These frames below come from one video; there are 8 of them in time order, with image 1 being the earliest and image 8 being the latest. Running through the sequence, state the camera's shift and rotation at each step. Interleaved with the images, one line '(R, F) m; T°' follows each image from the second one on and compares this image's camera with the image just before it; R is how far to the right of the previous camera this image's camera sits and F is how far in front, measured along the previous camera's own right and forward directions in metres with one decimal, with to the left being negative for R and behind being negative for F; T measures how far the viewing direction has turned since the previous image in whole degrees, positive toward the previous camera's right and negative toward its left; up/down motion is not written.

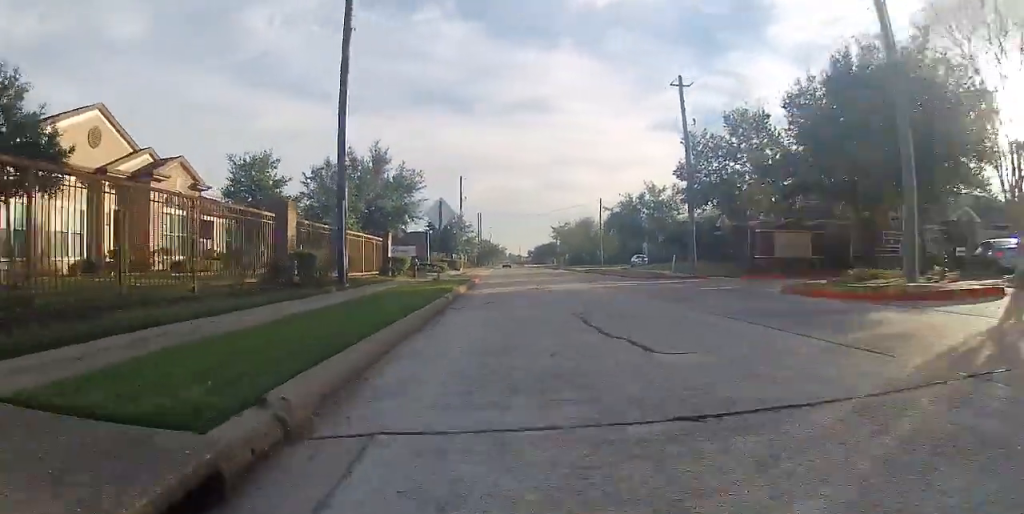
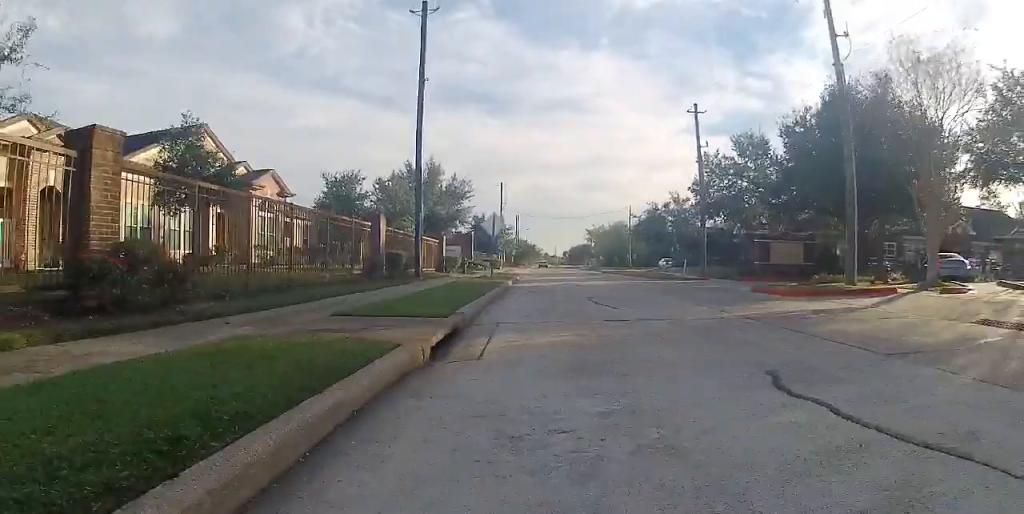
(0.0, +6.1) m; 0°
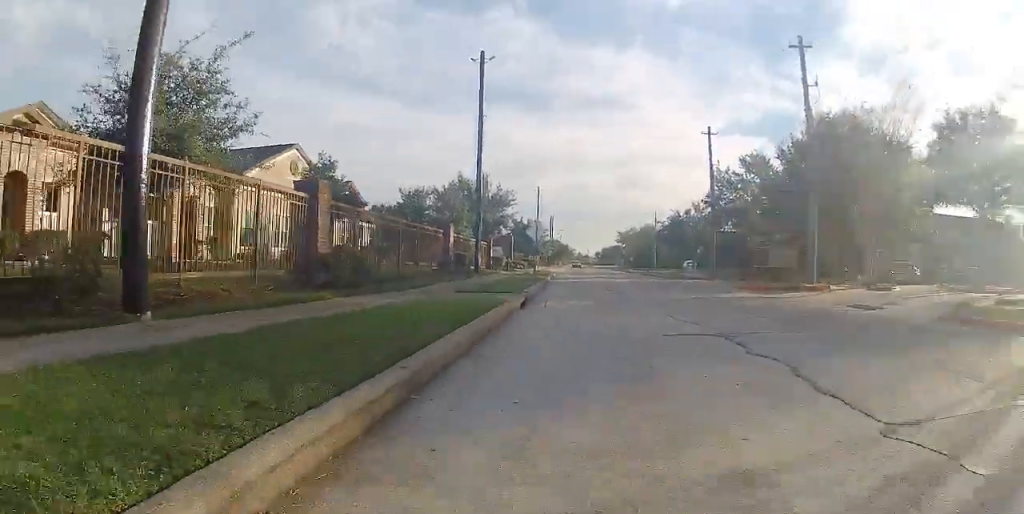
(0.0, +7.0) m; 0°
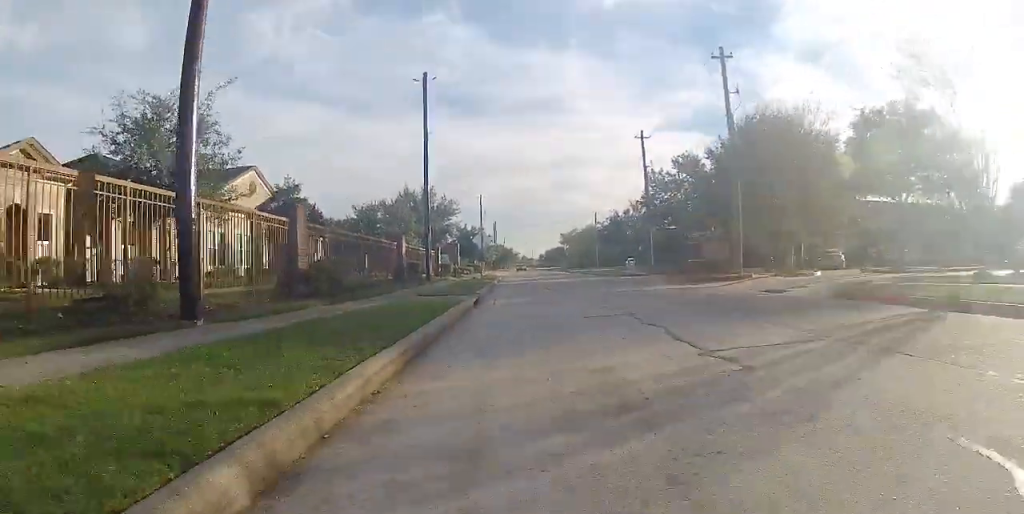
(0.0, +2.5) m; 0°
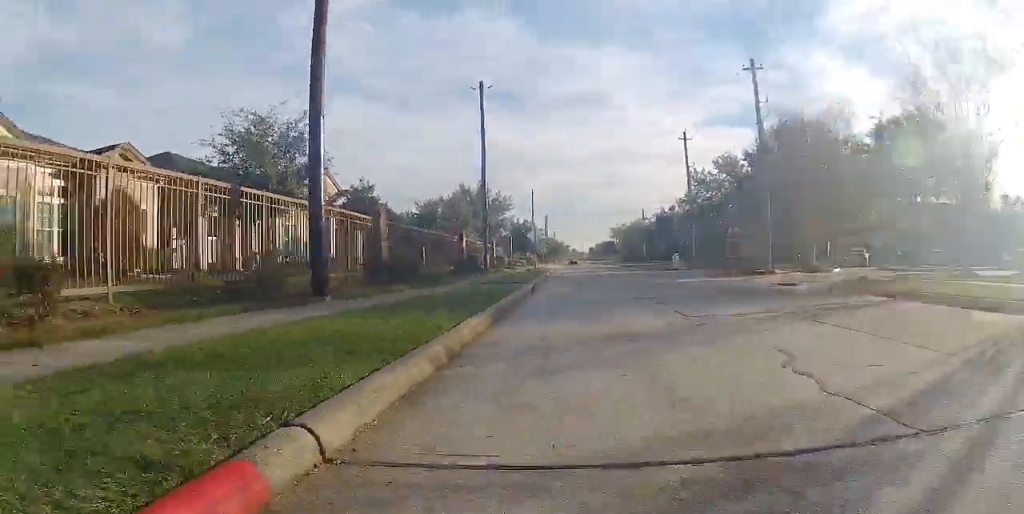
(0.0, +3.0) m; -1°
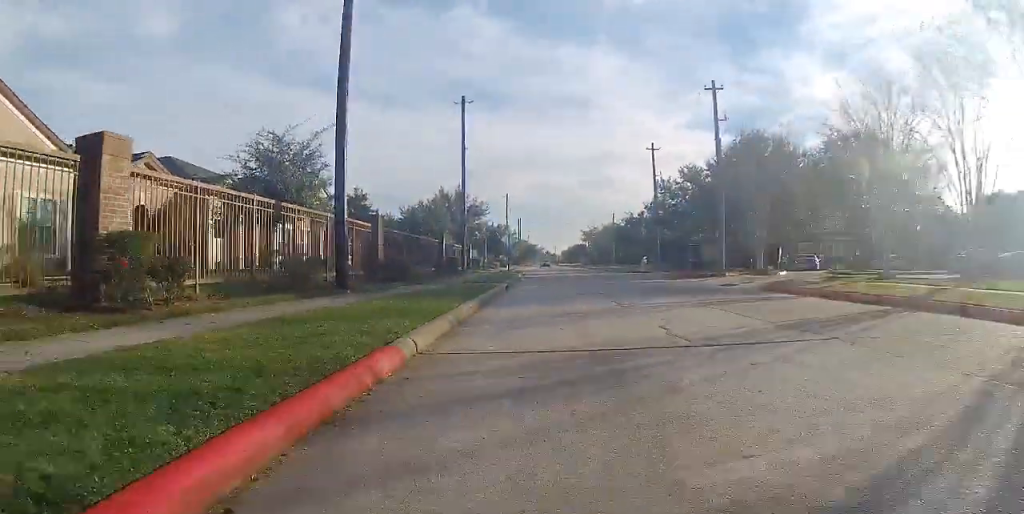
(0.0, +3.2) m; -3°
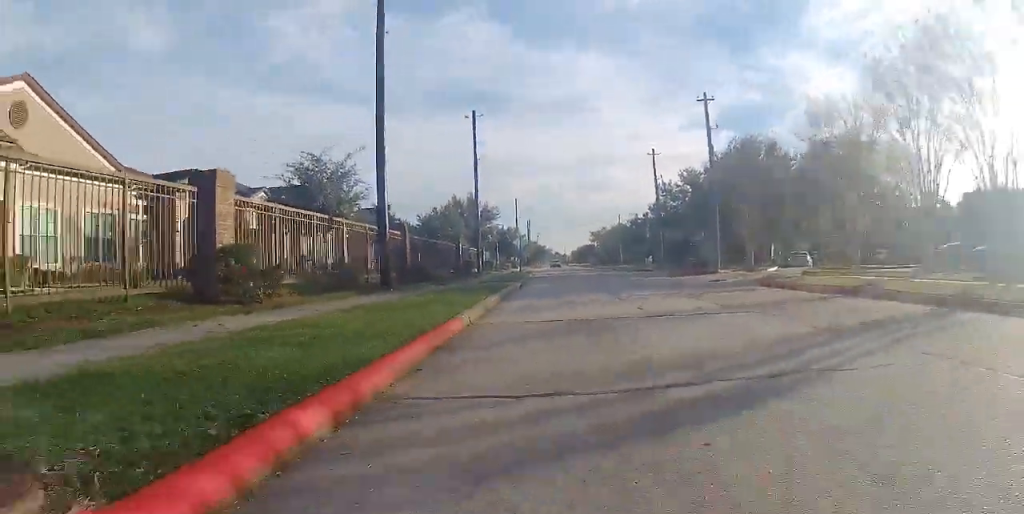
(0.0, +3.0) m; -1°
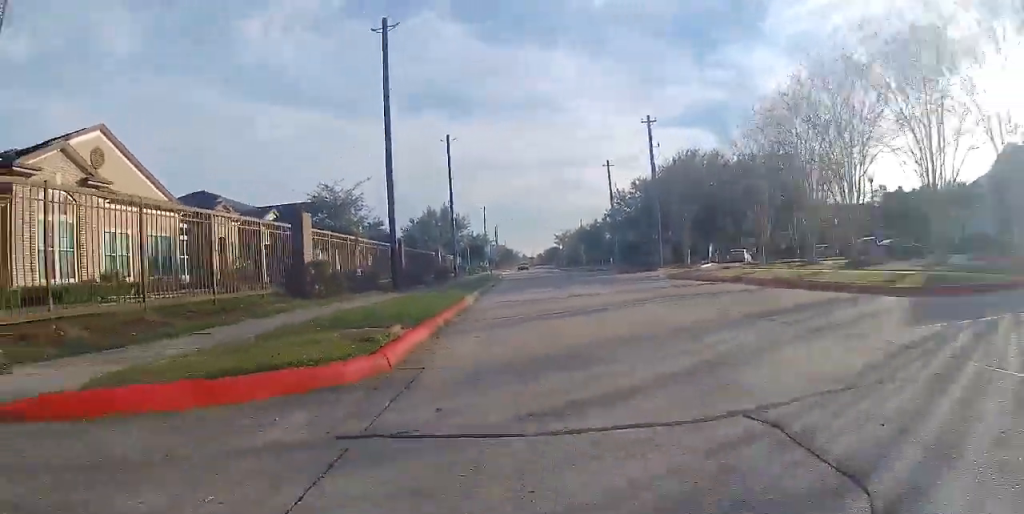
(-0.3, +6.4) m; +1°
